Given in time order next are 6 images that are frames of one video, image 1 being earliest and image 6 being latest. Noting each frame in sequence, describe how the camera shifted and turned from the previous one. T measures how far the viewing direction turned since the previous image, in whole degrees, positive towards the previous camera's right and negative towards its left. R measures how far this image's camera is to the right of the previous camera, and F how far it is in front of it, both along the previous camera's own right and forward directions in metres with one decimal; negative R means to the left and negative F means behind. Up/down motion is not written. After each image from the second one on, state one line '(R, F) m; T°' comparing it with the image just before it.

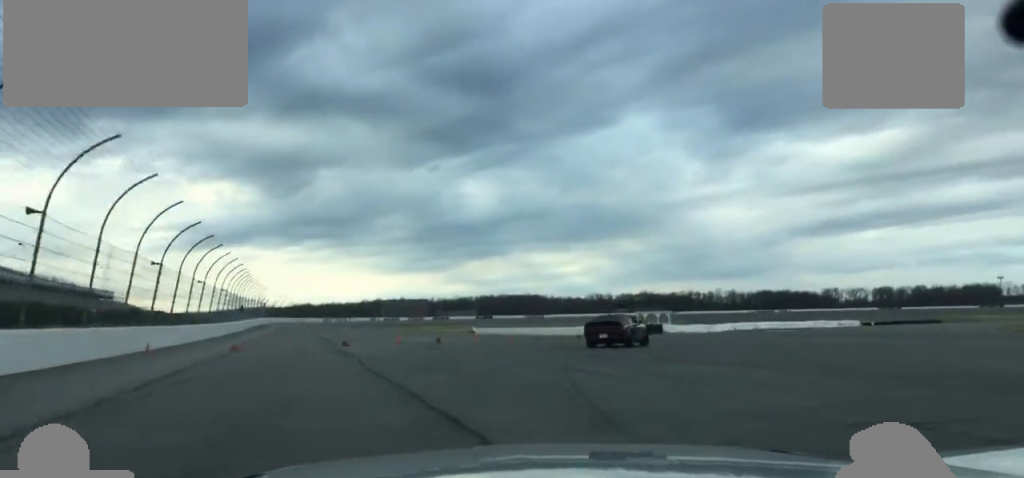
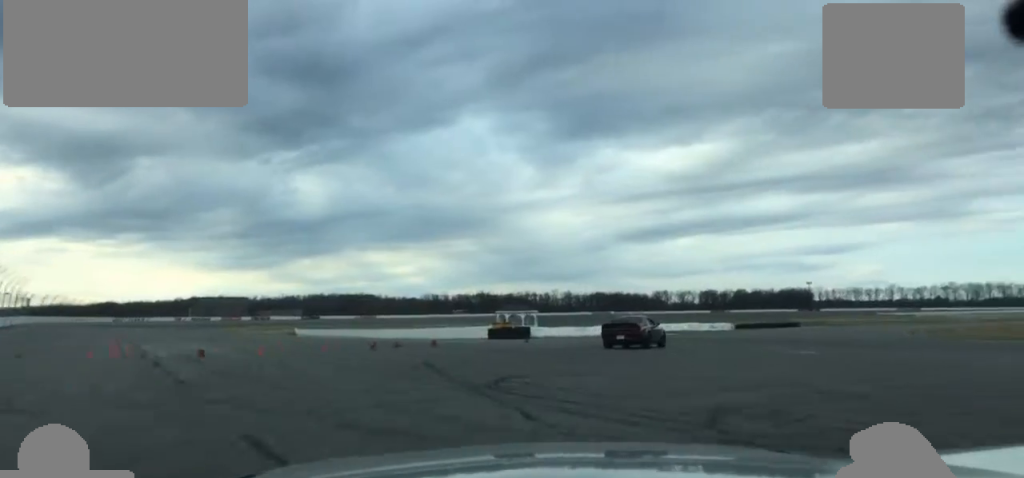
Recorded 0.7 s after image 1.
(+1.2, +19.3) m; +9°
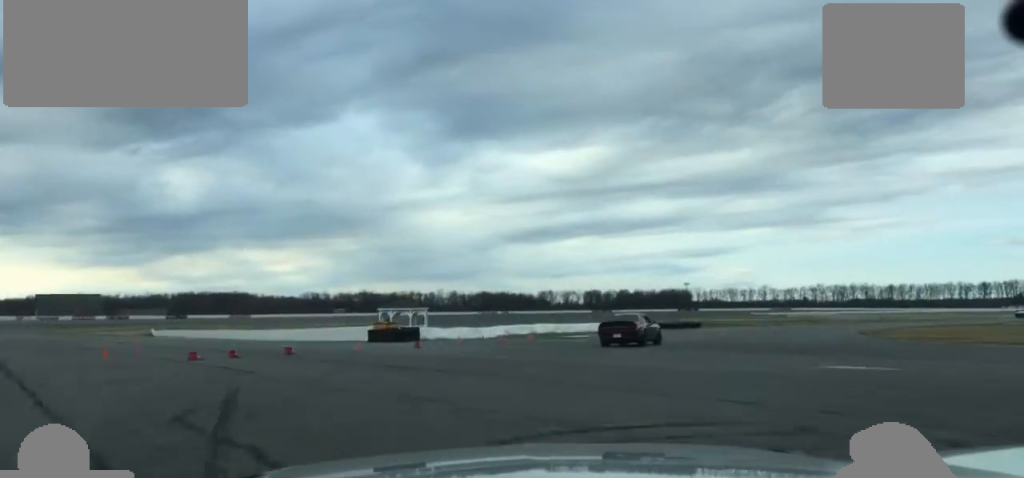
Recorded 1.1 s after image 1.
(+0.5, +11.5) m; +7°
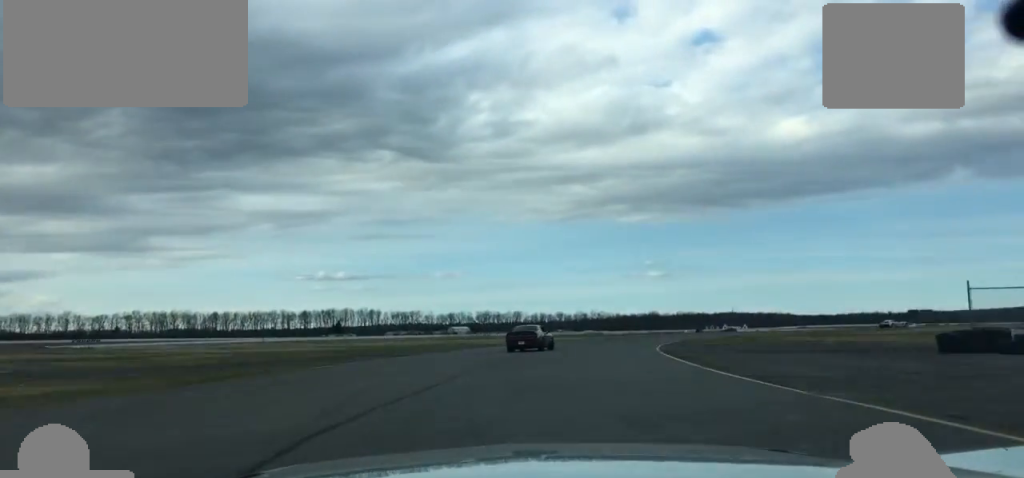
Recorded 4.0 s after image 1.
(+27.7, +66.0) m; +42°
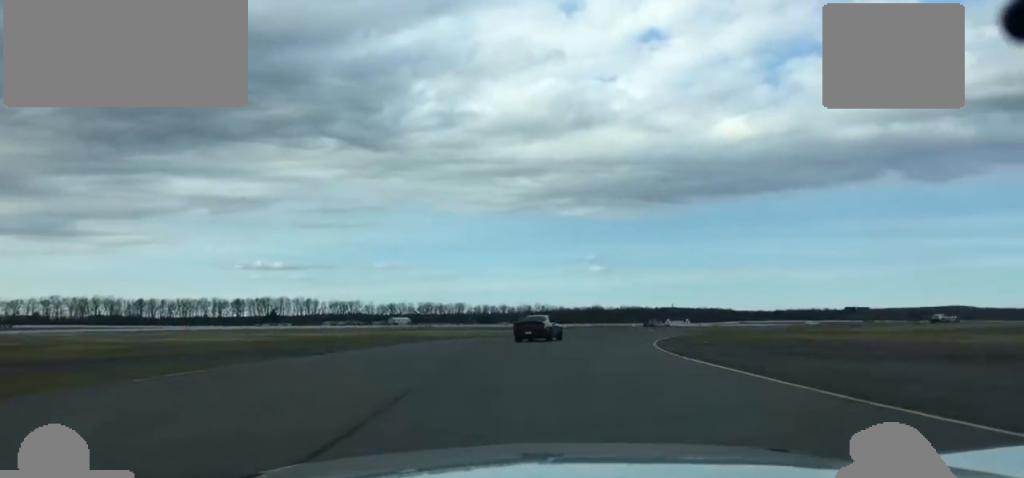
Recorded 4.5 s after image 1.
(+0.4, +12.2) m; +5°
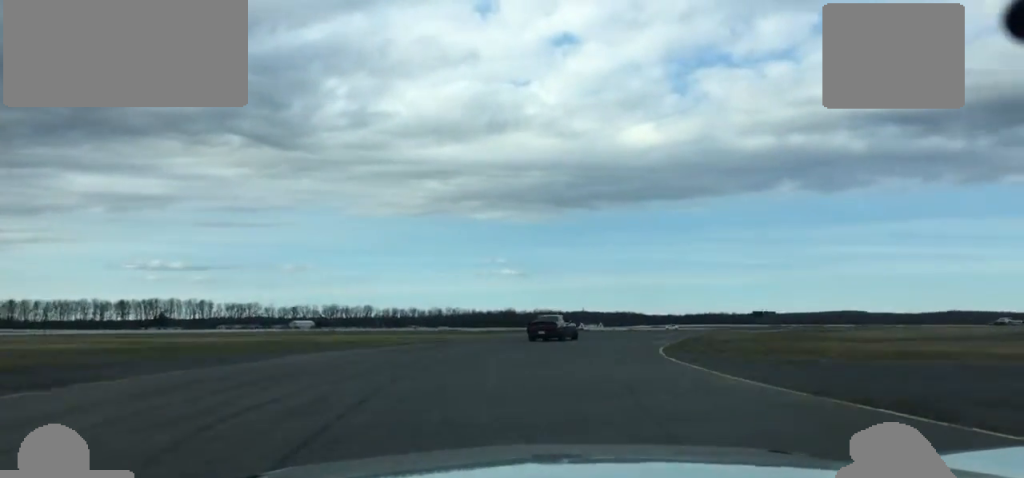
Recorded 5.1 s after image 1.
(+1.0, +16.7) m; +7°
